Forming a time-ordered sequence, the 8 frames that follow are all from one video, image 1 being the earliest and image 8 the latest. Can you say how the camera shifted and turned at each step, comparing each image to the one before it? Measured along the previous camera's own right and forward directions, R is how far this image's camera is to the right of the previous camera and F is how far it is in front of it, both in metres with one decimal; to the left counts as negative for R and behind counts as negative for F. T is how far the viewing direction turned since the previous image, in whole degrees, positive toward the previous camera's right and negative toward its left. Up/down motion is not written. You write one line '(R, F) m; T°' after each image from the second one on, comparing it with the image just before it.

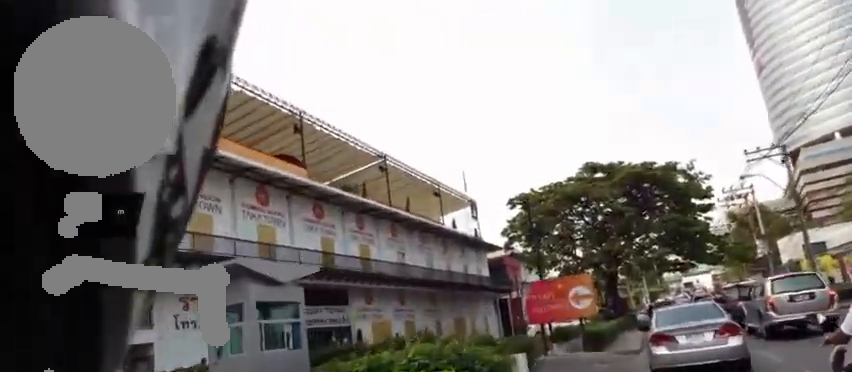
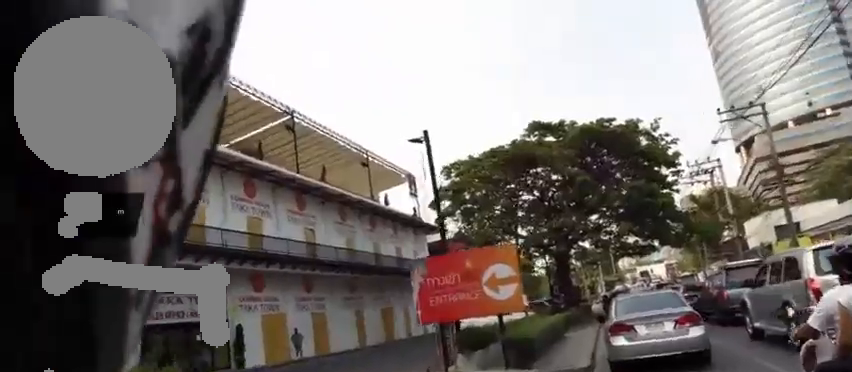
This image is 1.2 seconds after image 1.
(0.0, +9.0) m; 0°
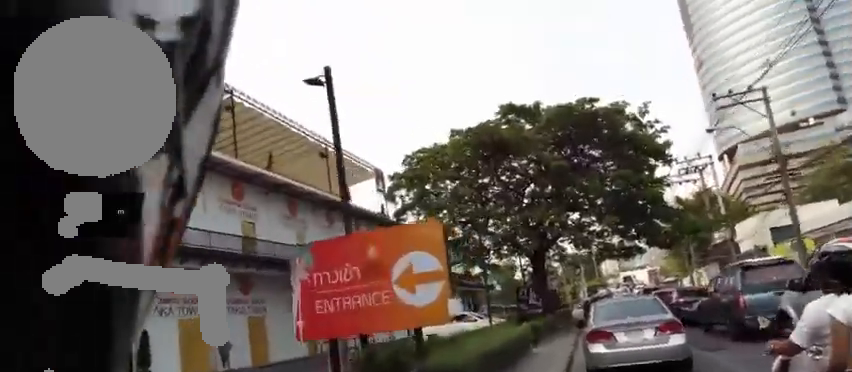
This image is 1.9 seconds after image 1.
(0.0, +5.2) m; 0°
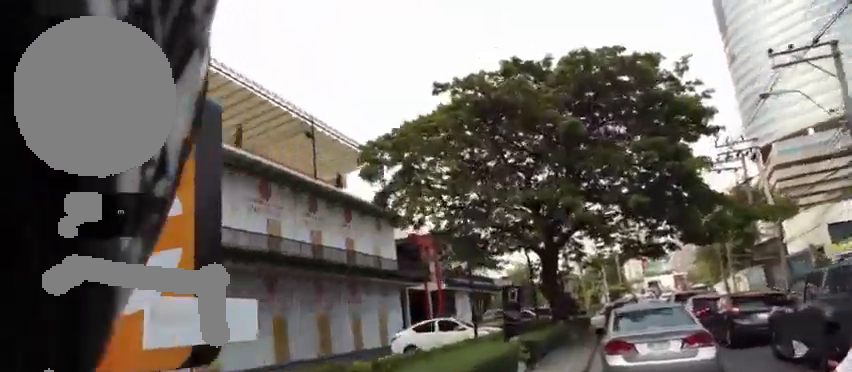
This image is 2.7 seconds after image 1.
(0.0, +5.9) m; 0°
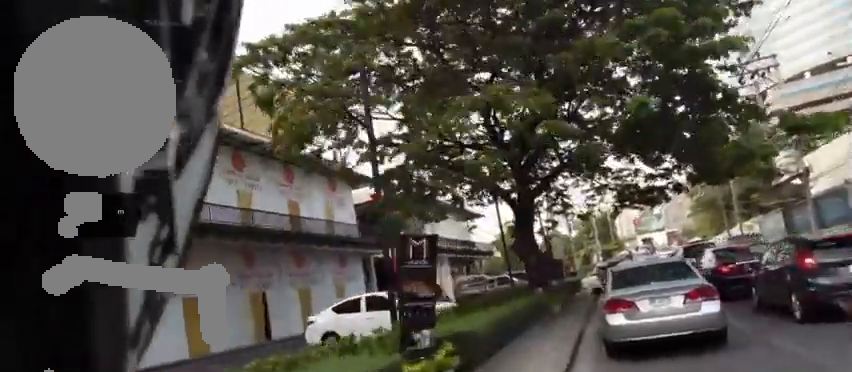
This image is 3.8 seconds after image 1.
(0.0, +7.0) m; -2°
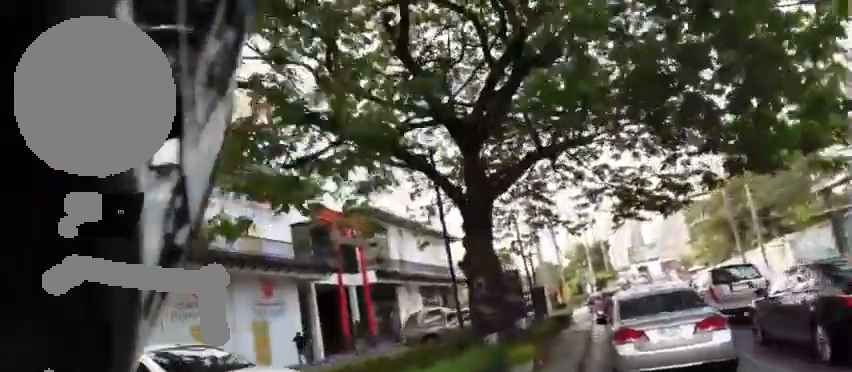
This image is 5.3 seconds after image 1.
(-0.3, +8.4) m; -2°
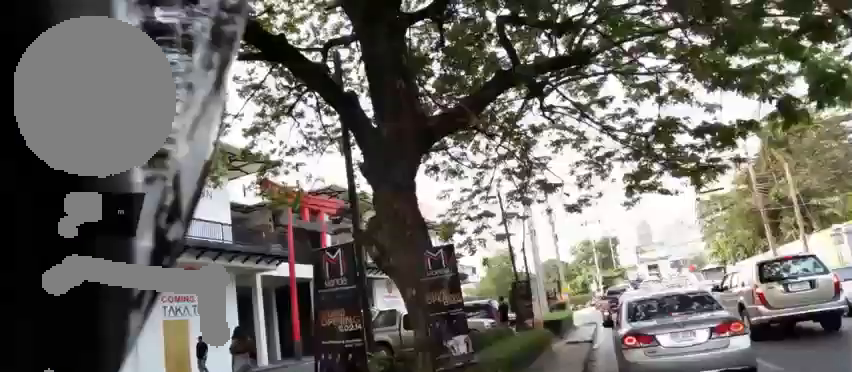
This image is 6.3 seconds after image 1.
(0.0, +5.0) m; 0°
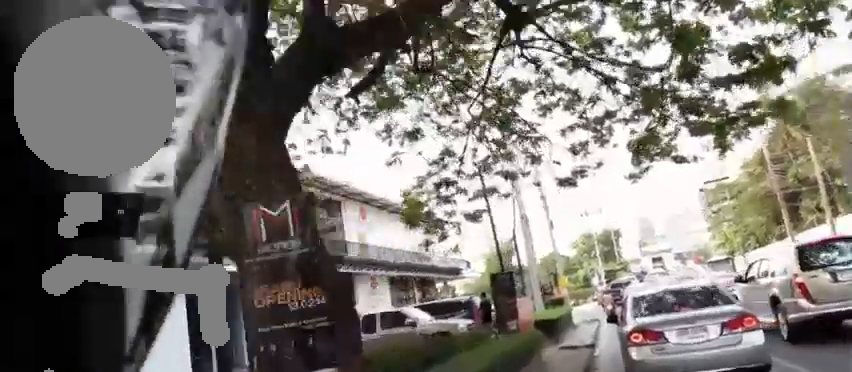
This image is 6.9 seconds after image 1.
(0.0, +2.7) m; 0°
